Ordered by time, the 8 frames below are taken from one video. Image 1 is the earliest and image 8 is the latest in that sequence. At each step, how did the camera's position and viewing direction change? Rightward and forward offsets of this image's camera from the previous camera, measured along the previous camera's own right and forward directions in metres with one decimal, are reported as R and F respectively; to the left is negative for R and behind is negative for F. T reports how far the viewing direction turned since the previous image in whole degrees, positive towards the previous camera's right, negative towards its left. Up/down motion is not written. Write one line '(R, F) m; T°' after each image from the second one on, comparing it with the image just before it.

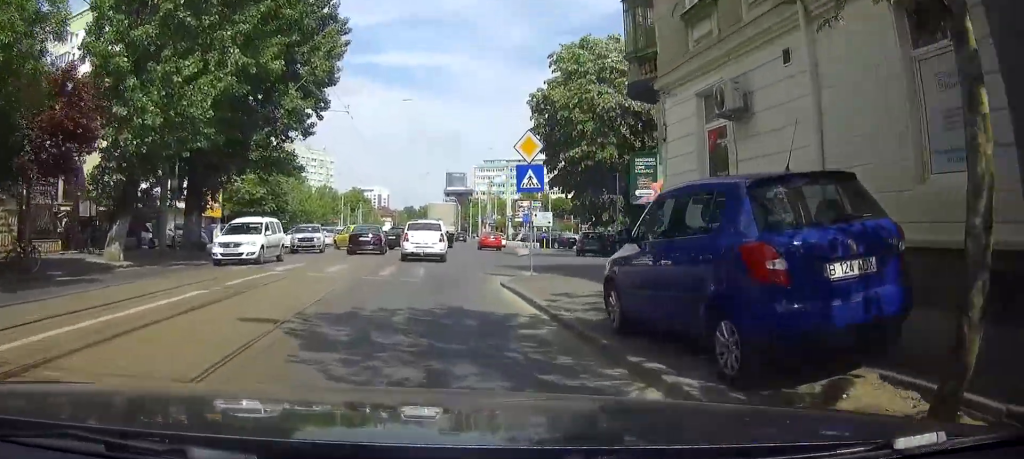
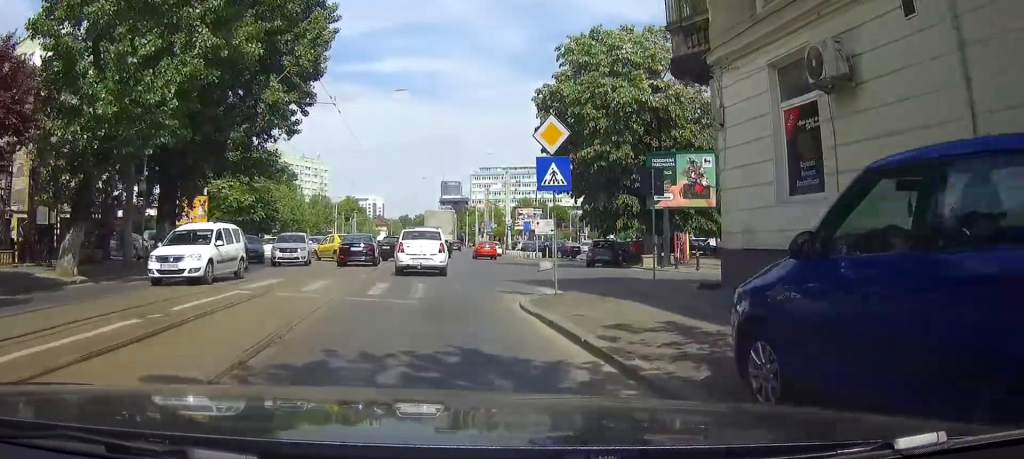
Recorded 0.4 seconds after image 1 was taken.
(0.0, +3.0) m; +1°
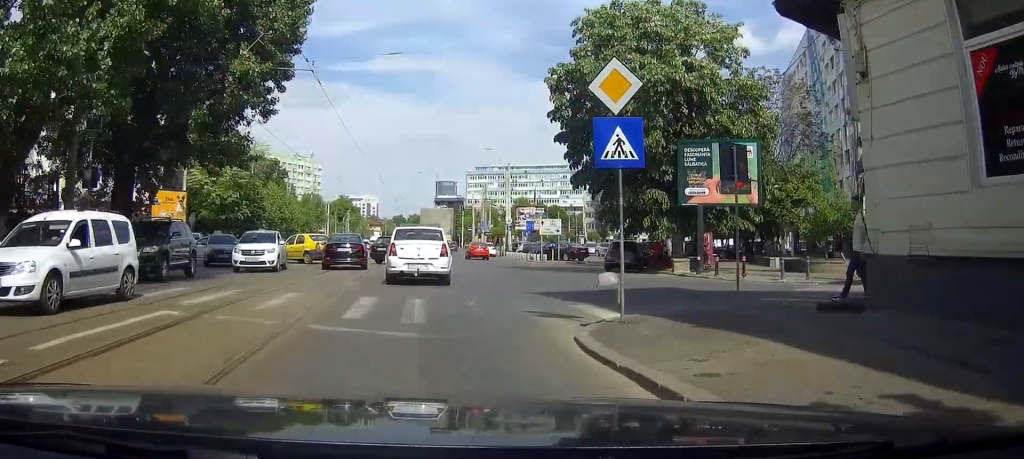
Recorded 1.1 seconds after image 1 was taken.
(+0.1, +4.3) m; +6°
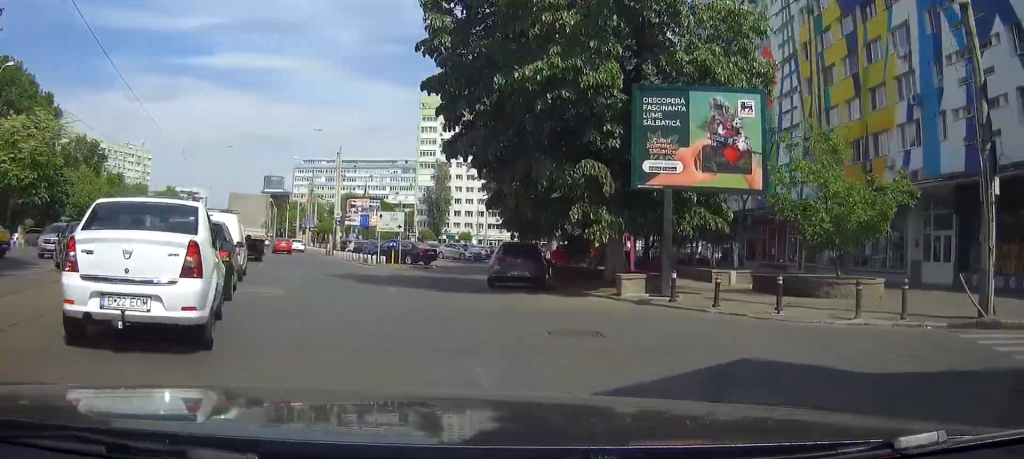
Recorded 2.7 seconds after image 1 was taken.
(+2.3, +10.7) m; +14°
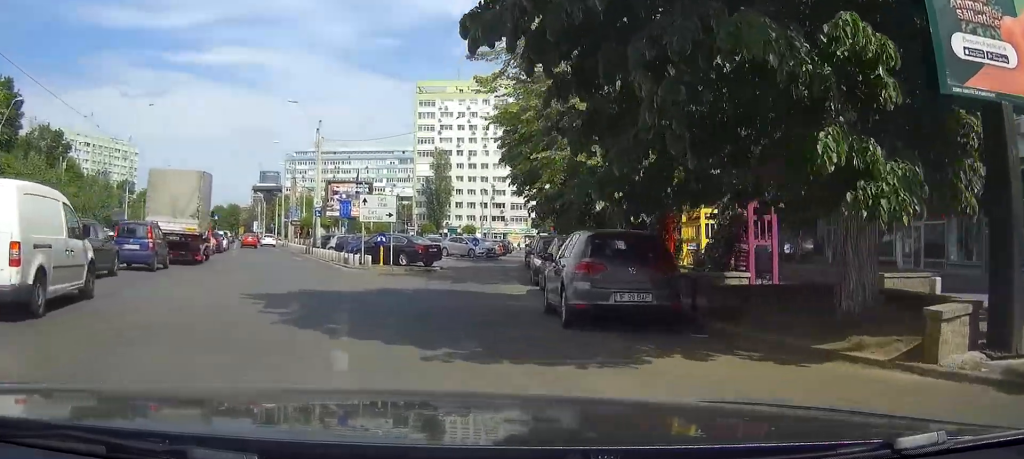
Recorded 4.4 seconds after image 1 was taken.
(-1.4, +11.5) m; -7°
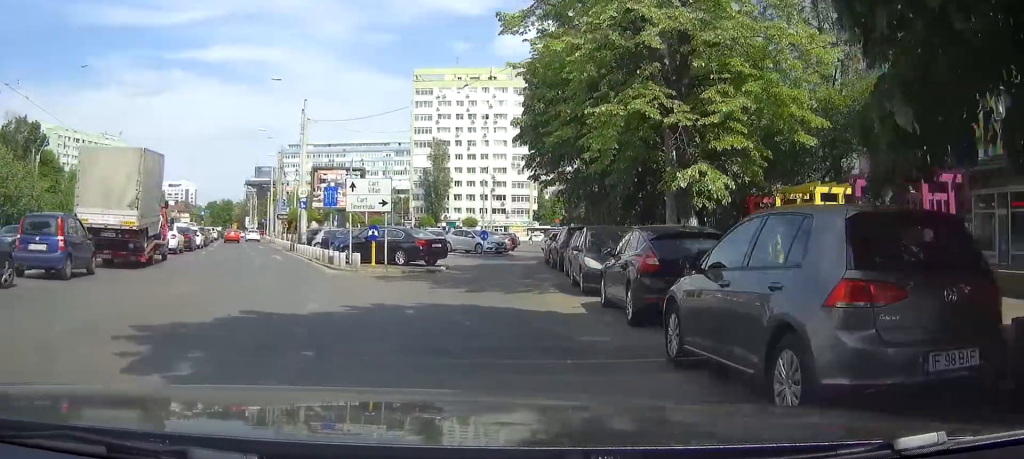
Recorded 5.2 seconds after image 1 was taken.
(0.0, +6.0) m; -1°
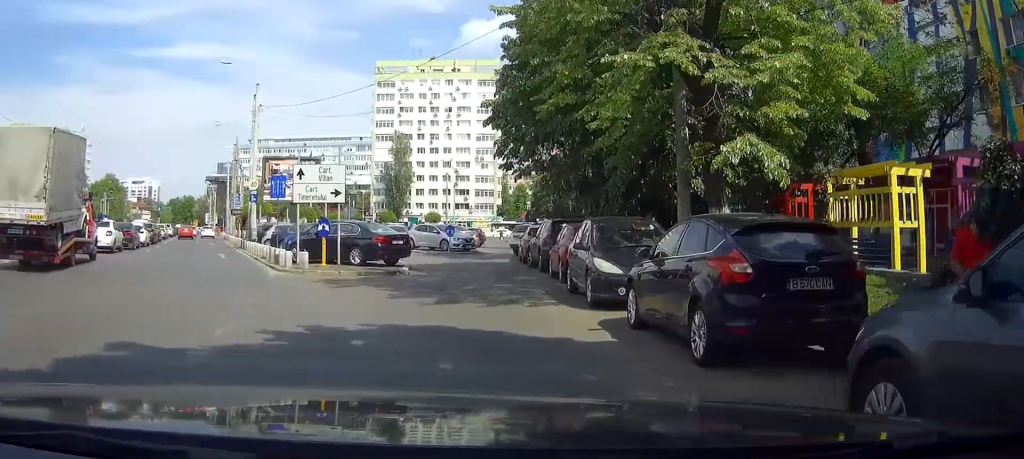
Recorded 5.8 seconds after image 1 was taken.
(0.0, +3.8) m; -1°
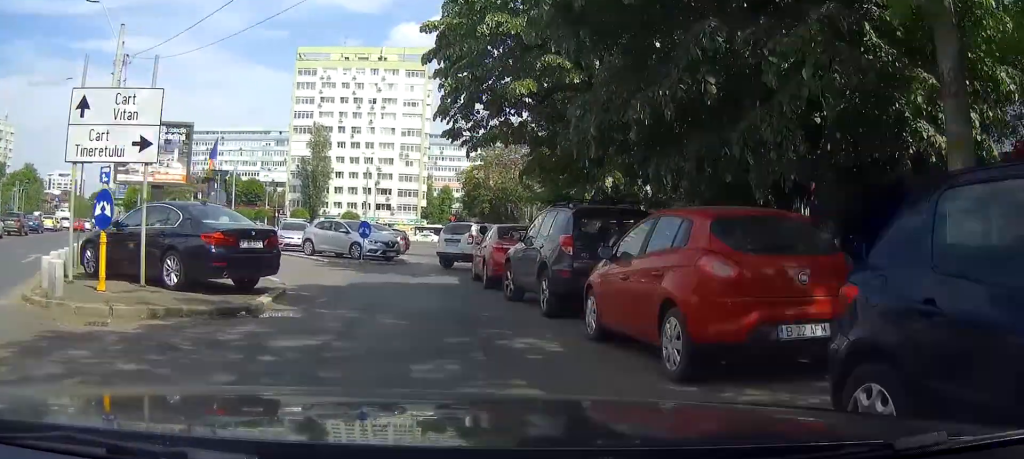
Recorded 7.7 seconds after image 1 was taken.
(-0.5, +11.3) m; +5°
